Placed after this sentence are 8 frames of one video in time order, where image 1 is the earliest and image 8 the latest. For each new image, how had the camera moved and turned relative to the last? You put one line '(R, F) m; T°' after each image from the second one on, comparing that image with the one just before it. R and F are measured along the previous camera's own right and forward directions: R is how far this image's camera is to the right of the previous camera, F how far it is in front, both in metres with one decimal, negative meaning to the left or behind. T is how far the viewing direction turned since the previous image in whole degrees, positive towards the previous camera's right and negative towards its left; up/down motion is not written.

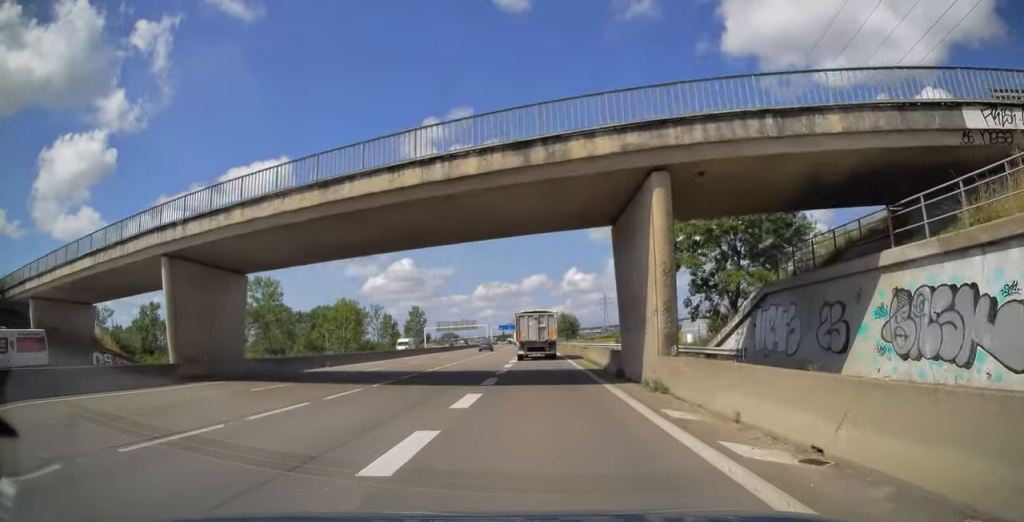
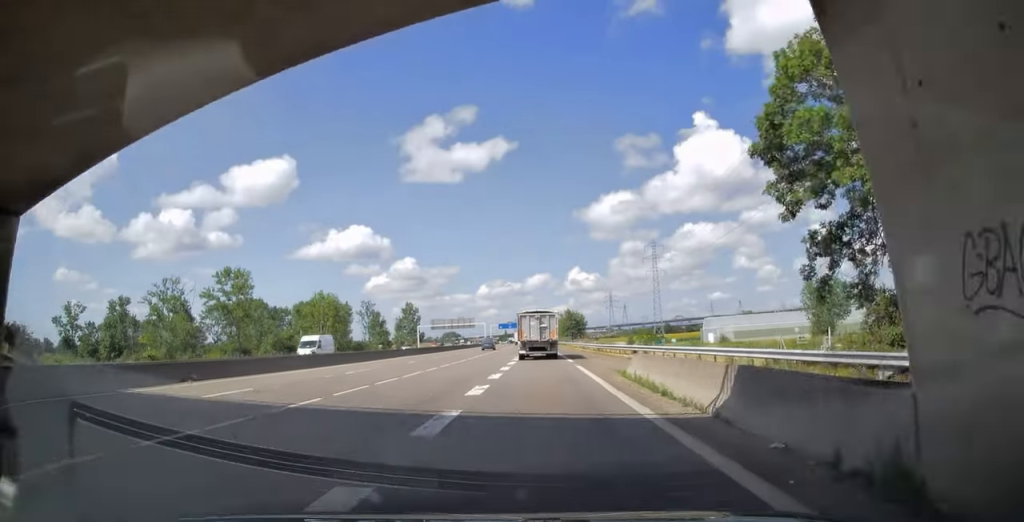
(-0.3, +16.0) m; 0°
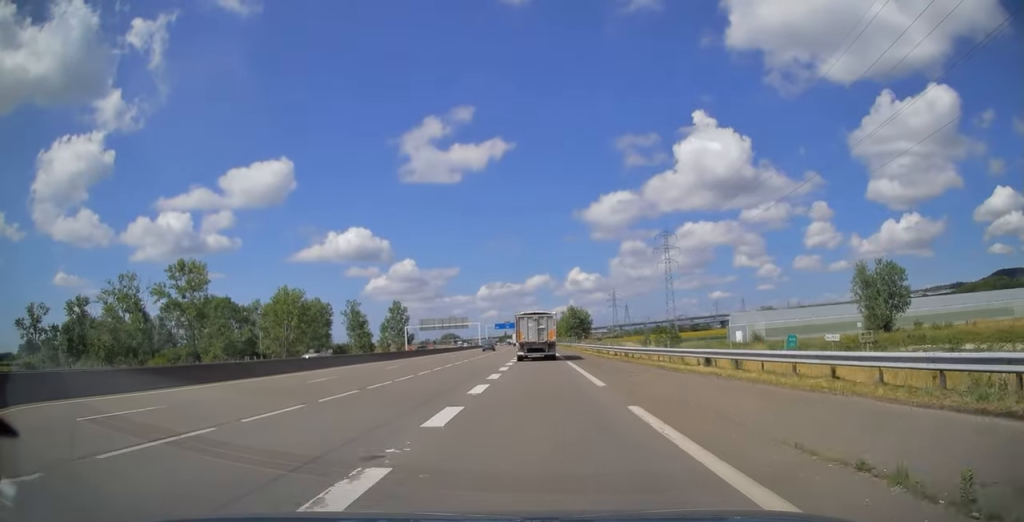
(+0.3, +17.5) m; 0°
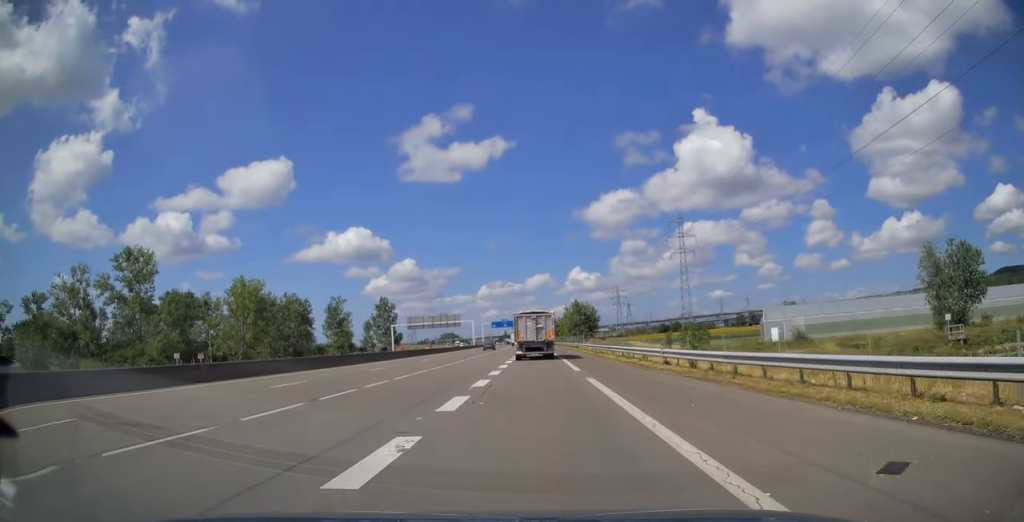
(-0.1, +16.4) m; 0°
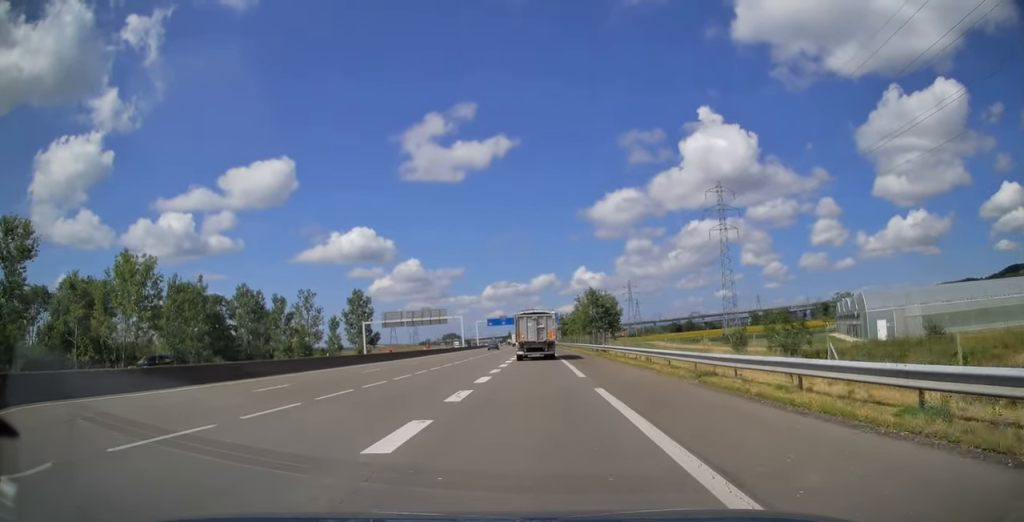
(0.0, +29.0) m; 0°
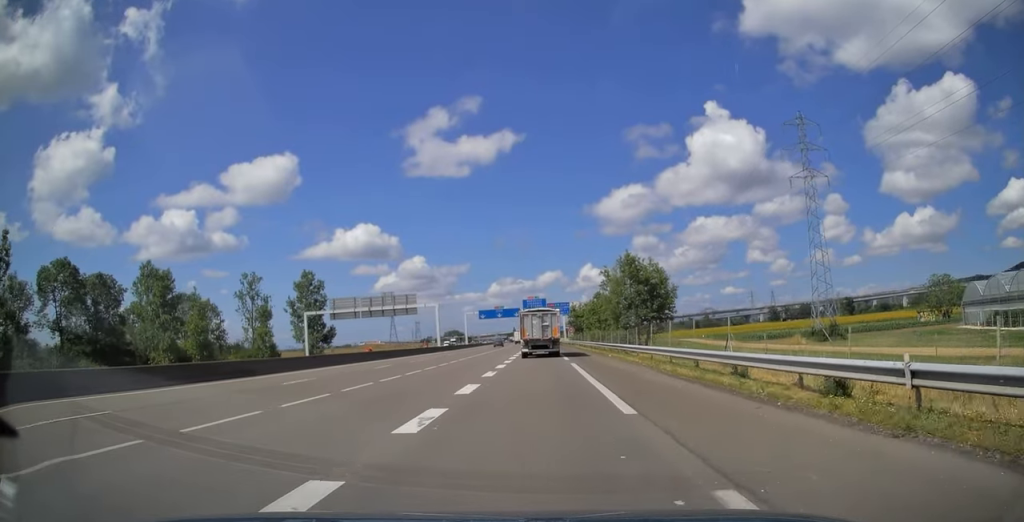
(-0.4, +35.7) m; -1°
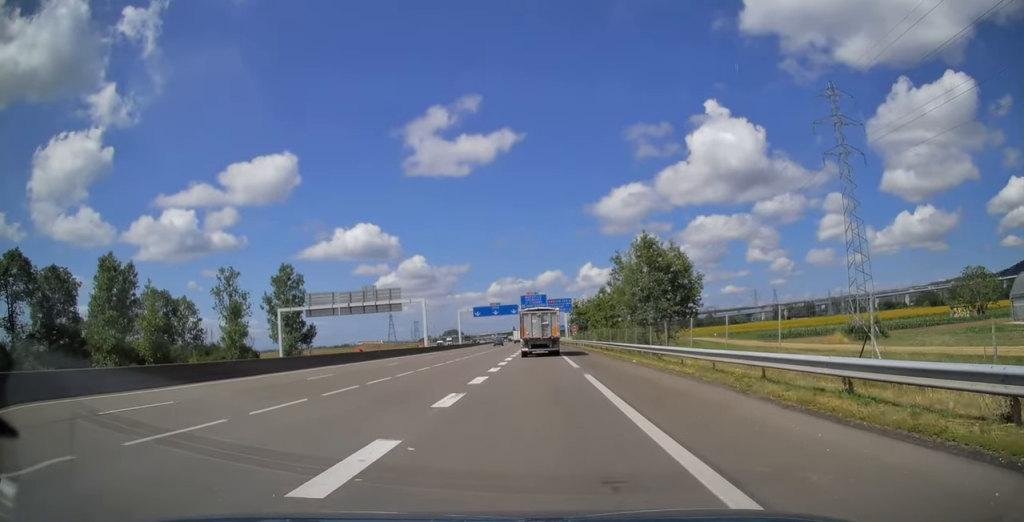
(0.0, +10.0) m; 0°
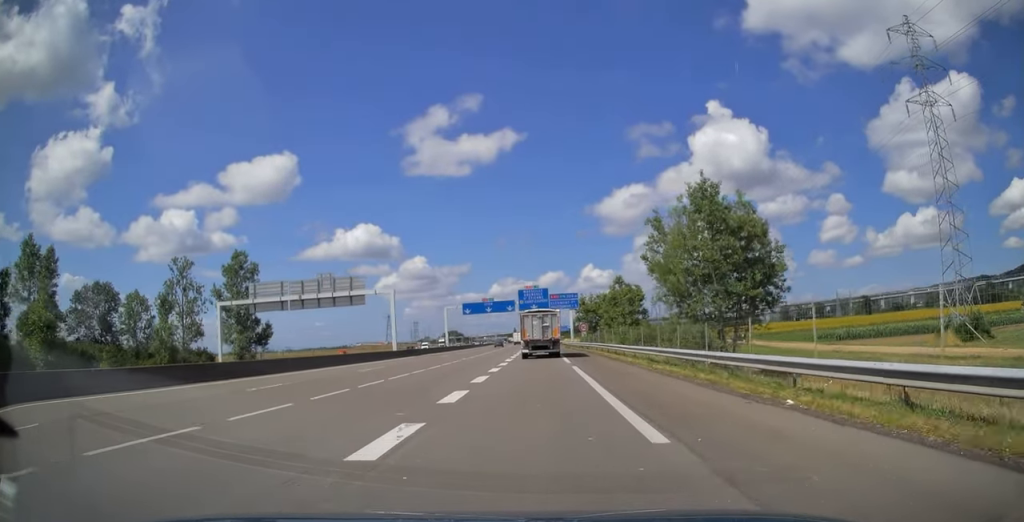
(0.0, +17.6) m; 0°
